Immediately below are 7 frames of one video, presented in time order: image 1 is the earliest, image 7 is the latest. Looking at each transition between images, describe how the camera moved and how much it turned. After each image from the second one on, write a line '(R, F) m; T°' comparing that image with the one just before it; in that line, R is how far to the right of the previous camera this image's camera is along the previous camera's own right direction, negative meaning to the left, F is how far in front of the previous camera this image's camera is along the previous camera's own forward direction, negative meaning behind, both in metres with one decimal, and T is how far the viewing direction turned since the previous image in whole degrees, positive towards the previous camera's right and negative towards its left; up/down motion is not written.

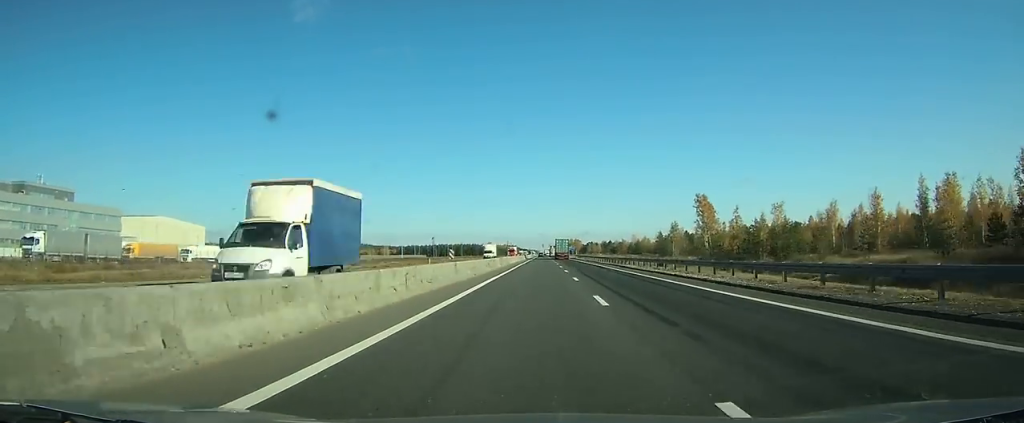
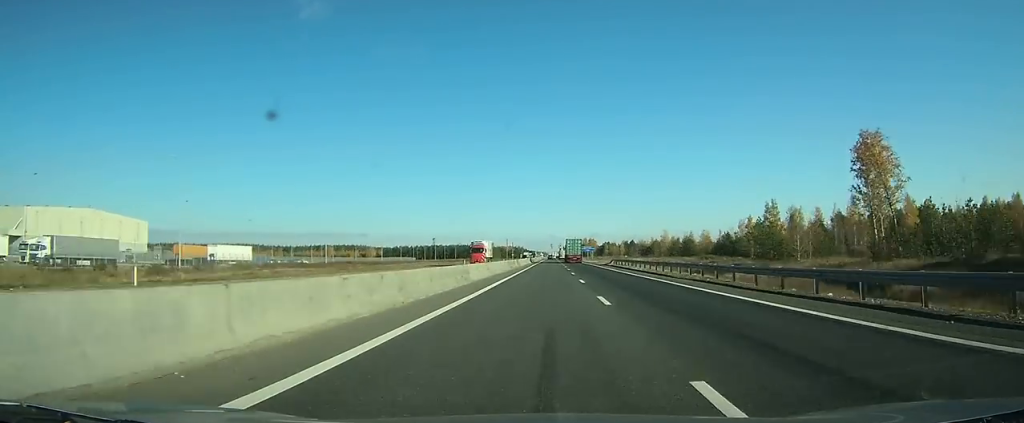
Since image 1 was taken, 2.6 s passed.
(0.0, +69.3) m; 0°
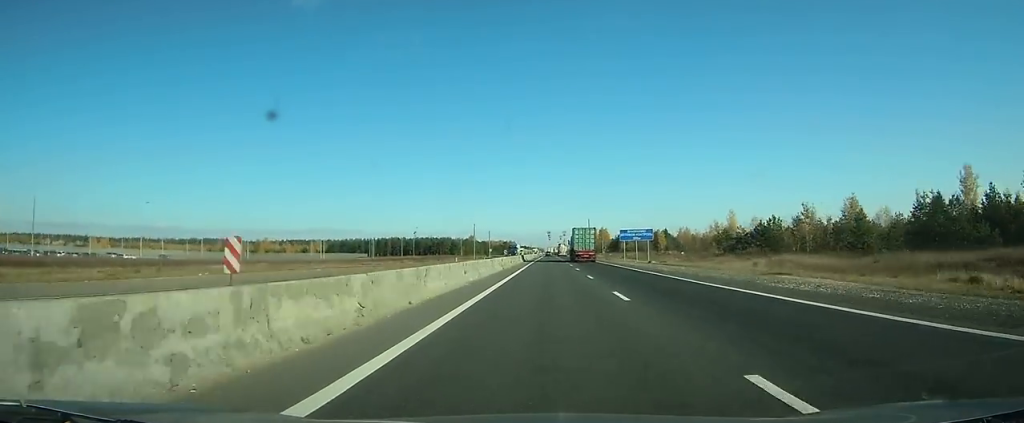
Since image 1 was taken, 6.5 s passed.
(-0.3, +111.7) m; 0°
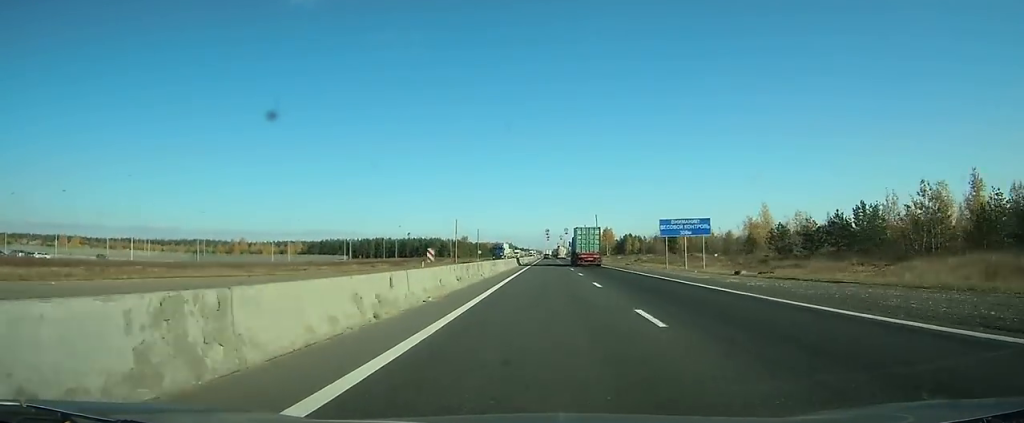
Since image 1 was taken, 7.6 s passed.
(0.0, +28.5) m; 0°
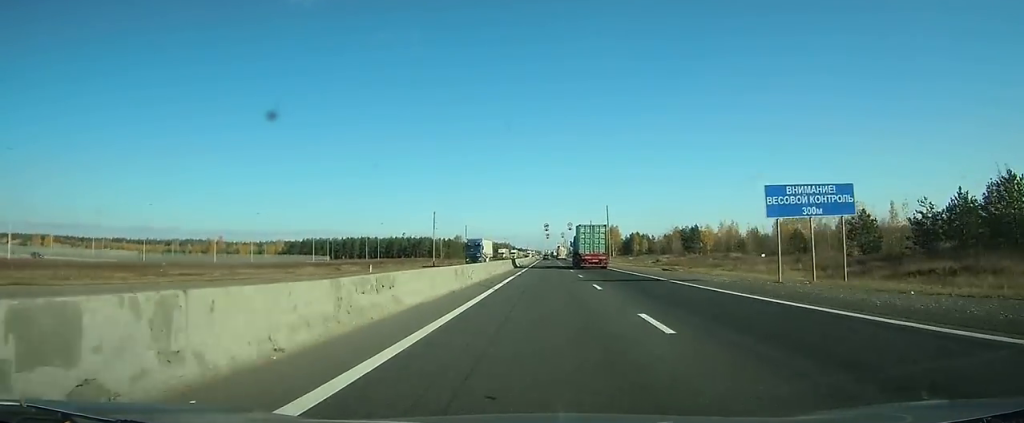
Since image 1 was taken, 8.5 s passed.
(0.0, +24.5) m; 0°
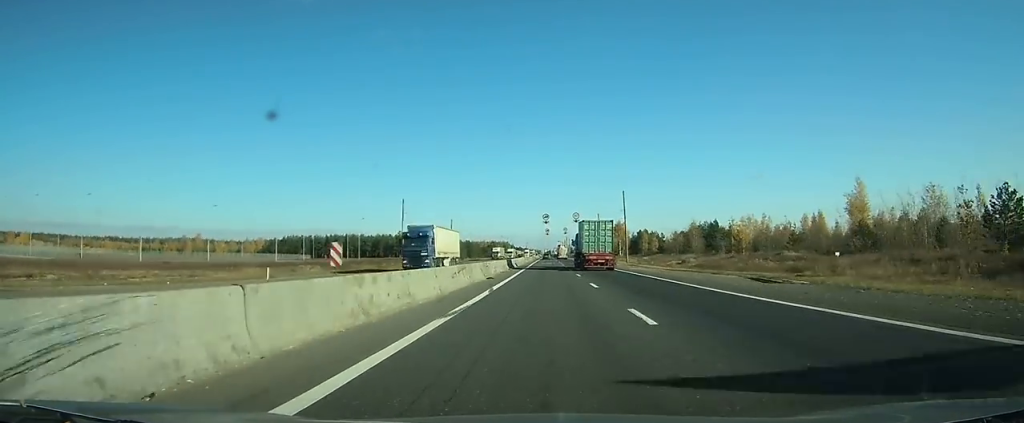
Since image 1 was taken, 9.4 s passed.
(+0.1, +21.3) m; 0°
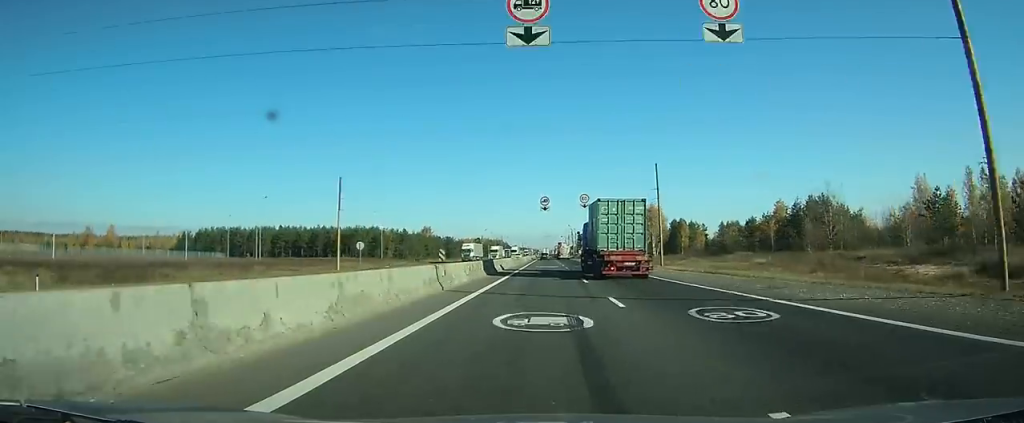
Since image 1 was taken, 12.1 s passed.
(0.0, +63.7) m; 0°
